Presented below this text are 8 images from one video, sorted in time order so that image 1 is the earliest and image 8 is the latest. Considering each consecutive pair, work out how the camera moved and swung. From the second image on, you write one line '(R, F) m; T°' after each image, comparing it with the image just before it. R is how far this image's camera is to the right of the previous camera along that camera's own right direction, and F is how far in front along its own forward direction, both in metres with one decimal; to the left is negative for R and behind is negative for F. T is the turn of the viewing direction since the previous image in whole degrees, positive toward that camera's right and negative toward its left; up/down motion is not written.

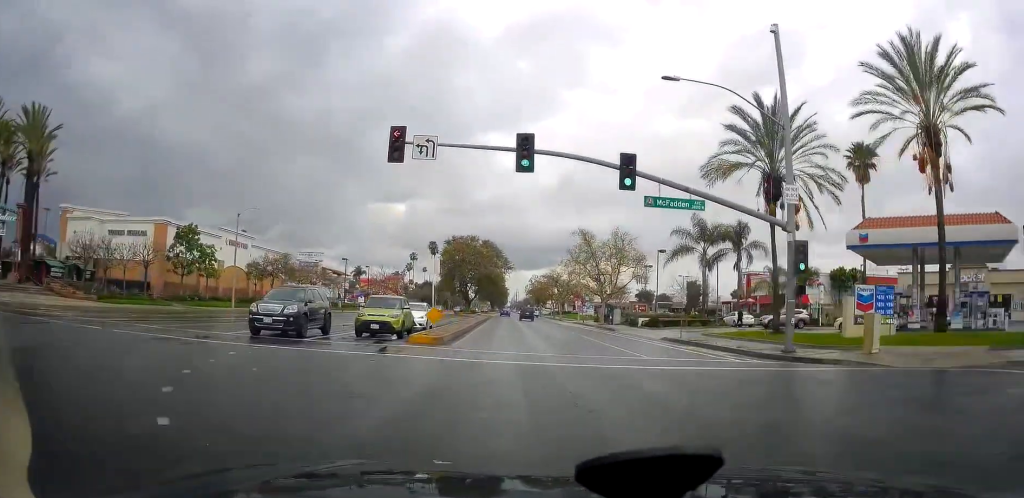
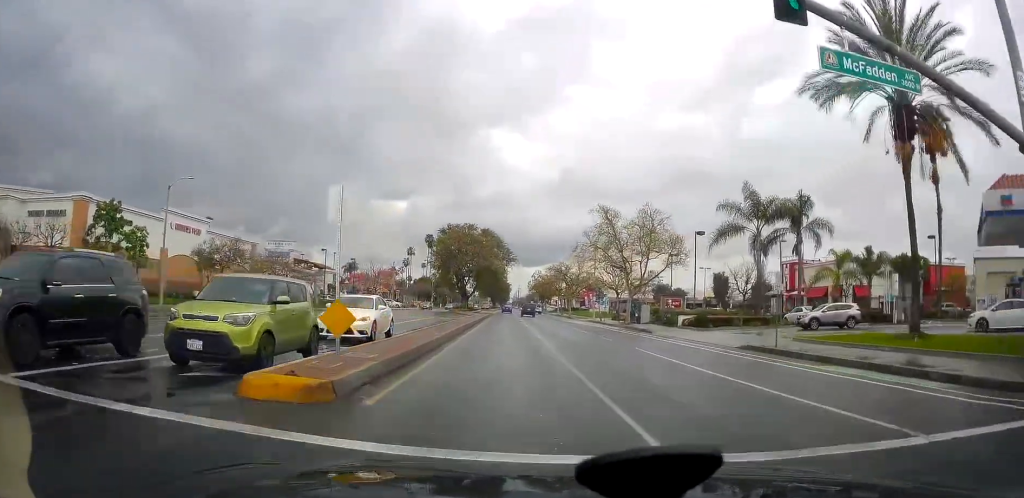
(0.0, +13.1) m; 0°
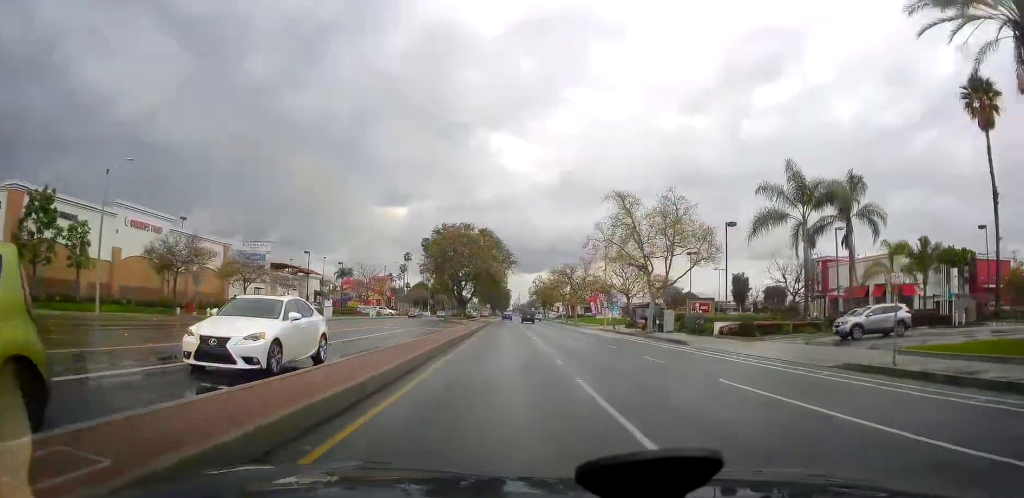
(0.0, +8.0) m; 0°
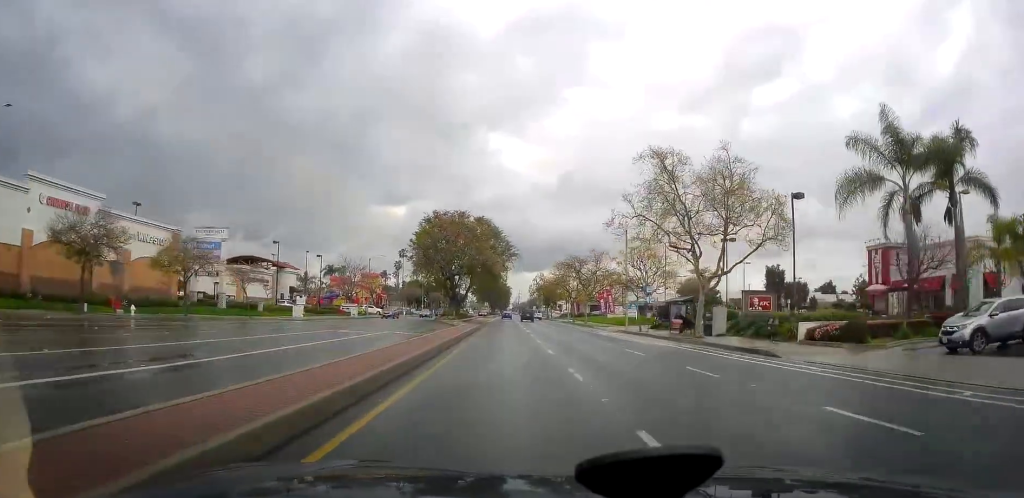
(0.0, +11.5) m; 0°
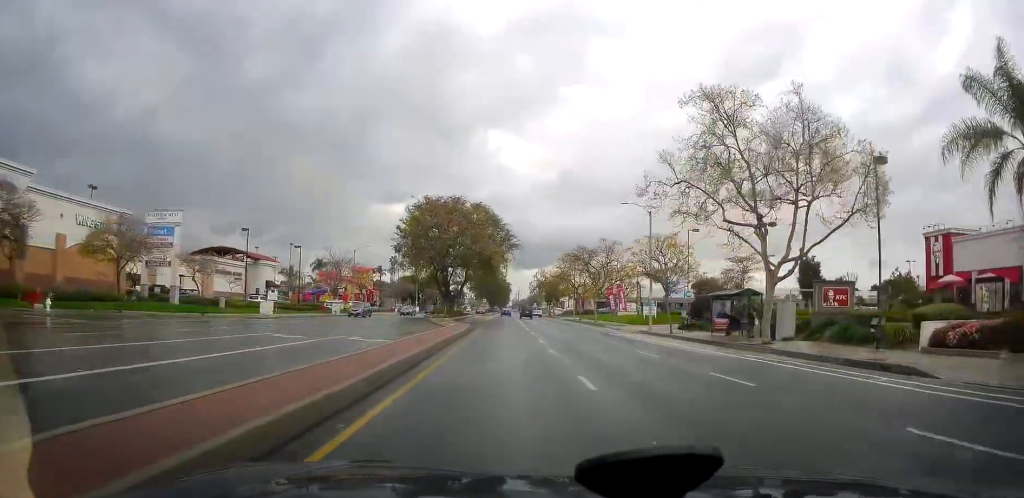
(0.0, +9.2) m; -1°
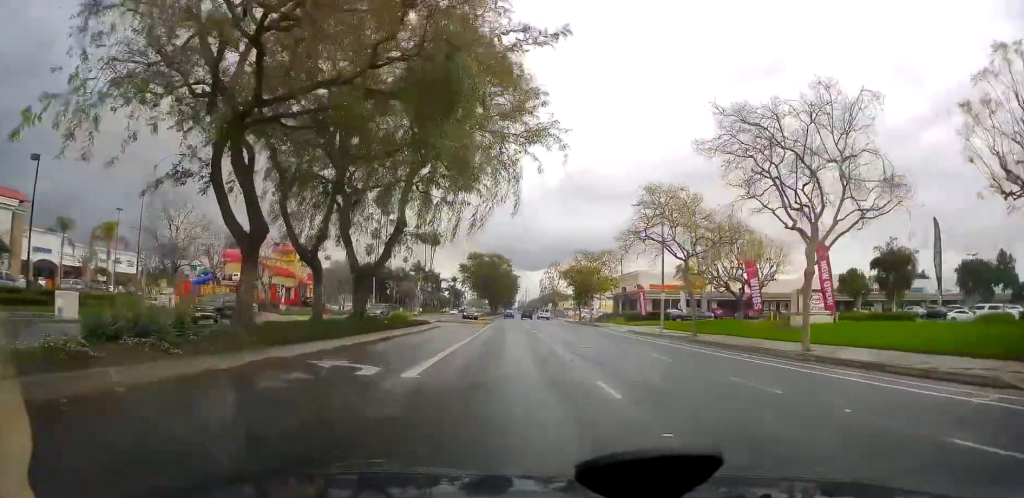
(-0.7, +46.9) m; +1°
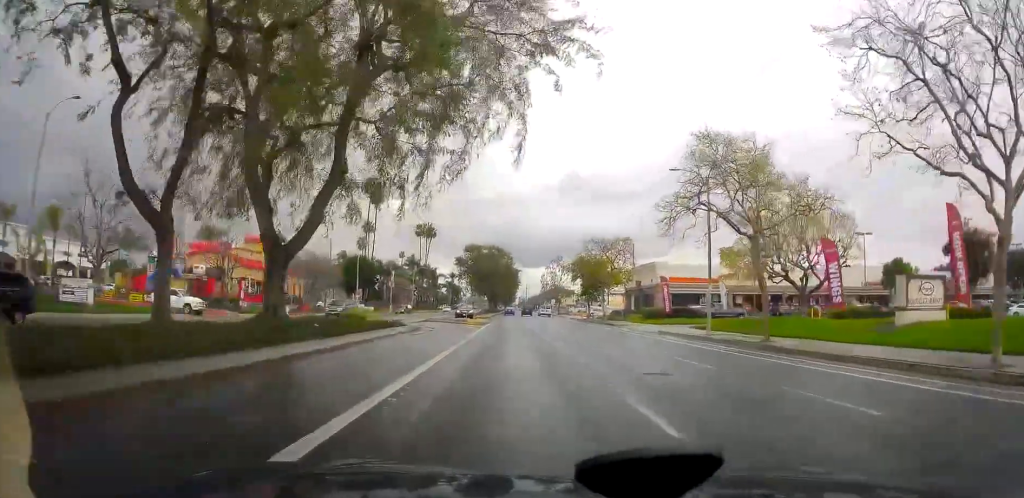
(0.0, +11.9) m; 0°
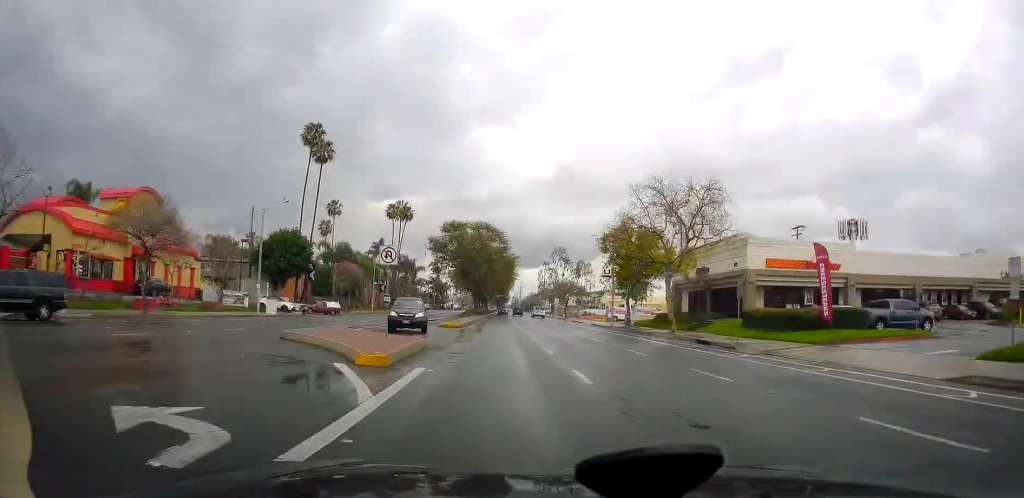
(-0.8, +35.1) m; -3°
